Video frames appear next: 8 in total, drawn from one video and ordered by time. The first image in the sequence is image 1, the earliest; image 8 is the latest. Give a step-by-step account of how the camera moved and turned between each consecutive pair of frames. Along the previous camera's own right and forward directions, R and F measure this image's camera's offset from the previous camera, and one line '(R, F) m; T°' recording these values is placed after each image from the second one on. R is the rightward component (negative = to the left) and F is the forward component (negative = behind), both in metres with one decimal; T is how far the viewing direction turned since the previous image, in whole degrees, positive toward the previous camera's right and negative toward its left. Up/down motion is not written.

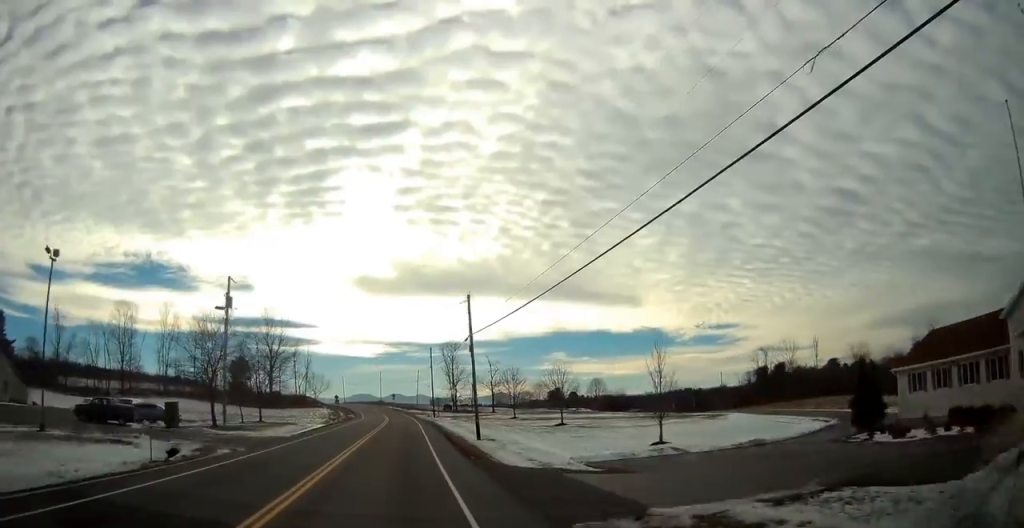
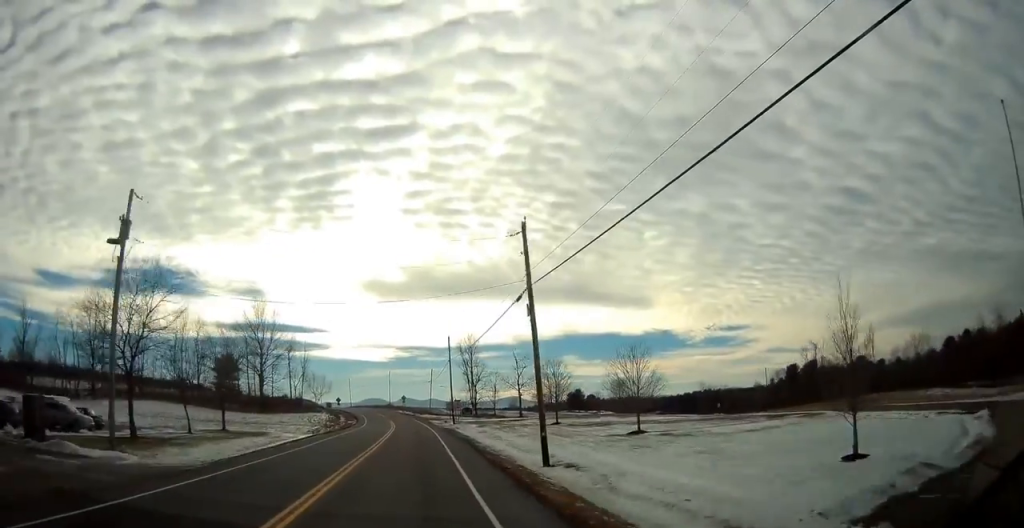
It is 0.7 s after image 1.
(+0.1, +17.6) m; 0°
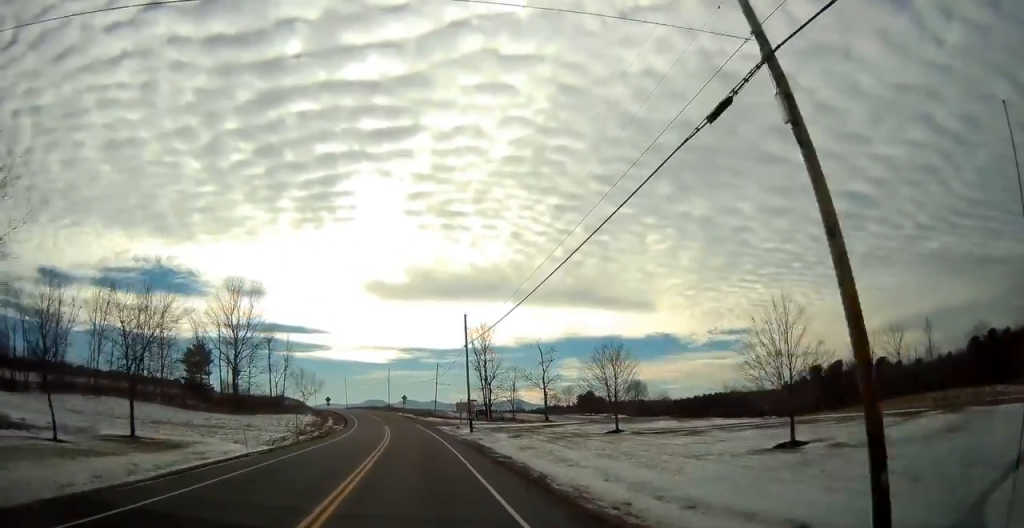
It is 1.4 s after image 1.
(-0.3, +18.2) m; 0°
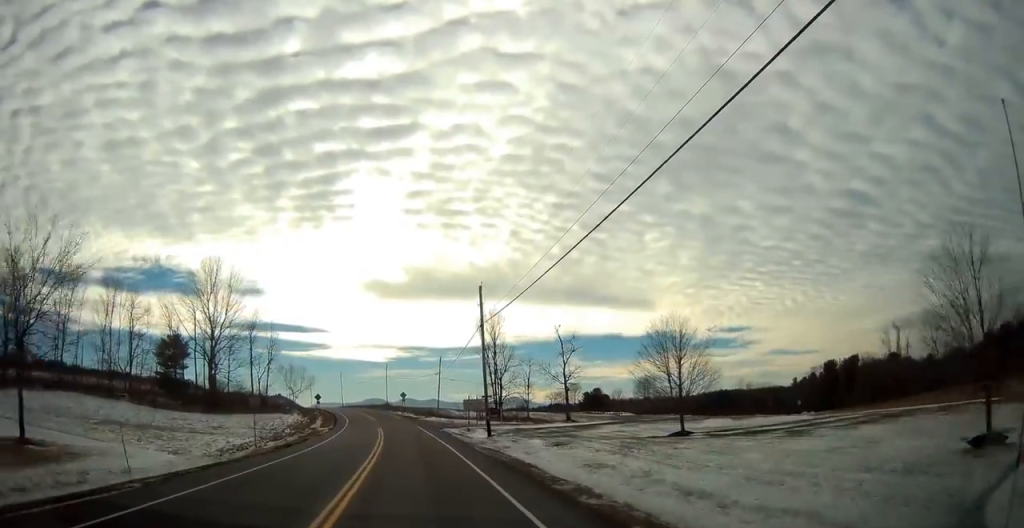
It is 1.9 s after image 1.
(0.0, +11.5) m; 0°
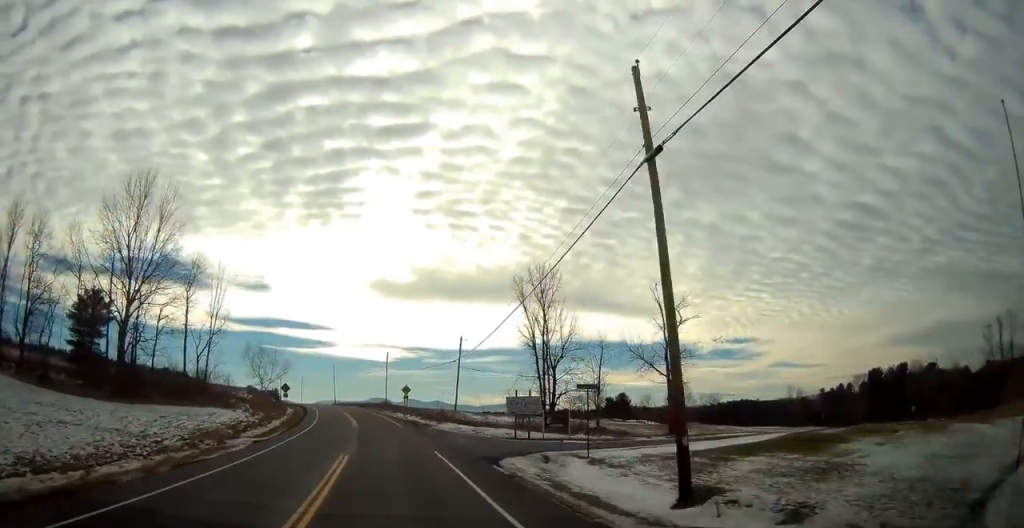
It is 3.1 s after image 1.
(+0.1, +28.5) m; -2°
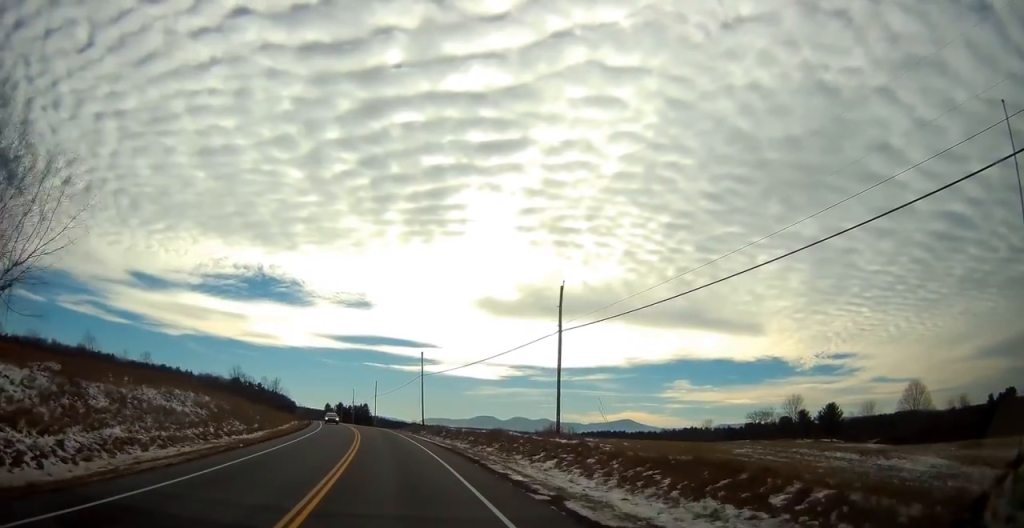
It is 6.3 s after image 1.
(-7.5, +77.2) m; -10°
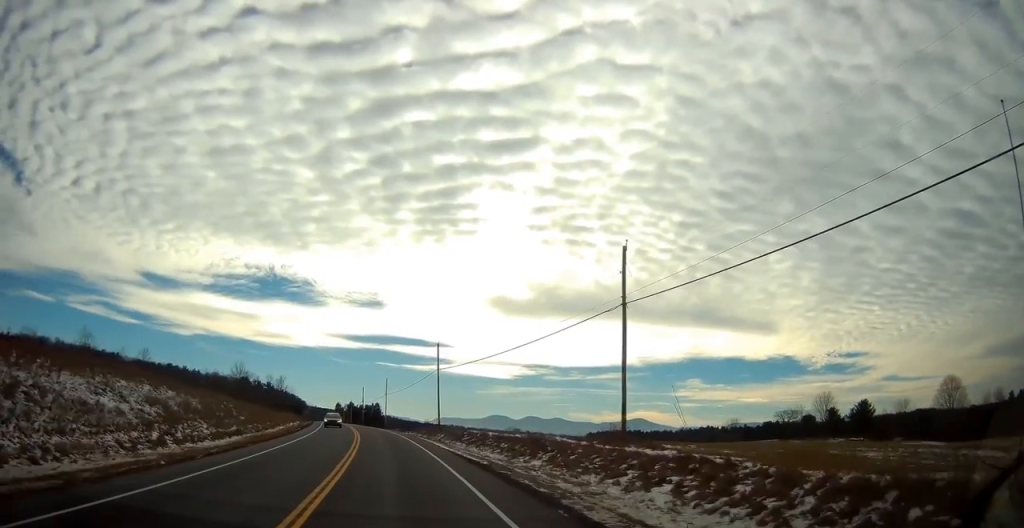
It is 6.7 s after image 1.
(0.0, +10.3) m; -1°
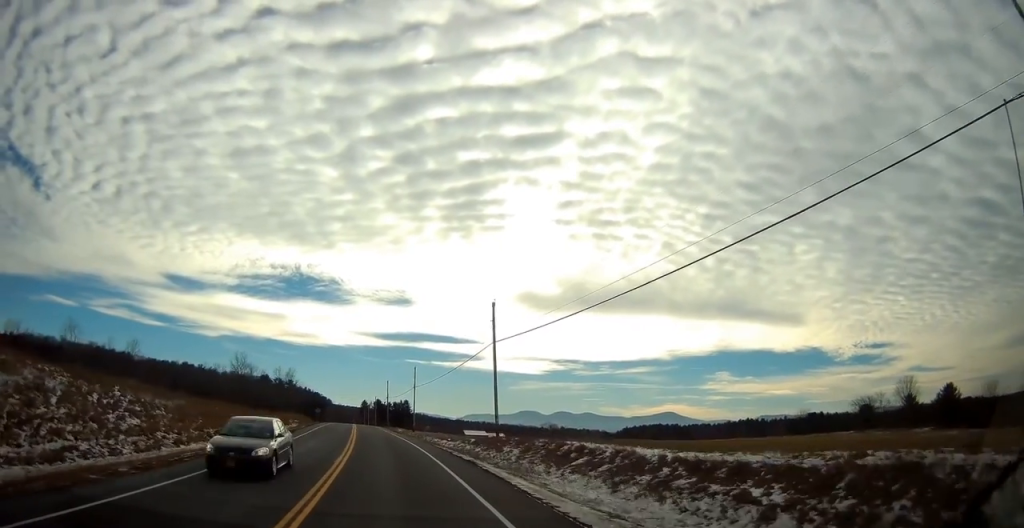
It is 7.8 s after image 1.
(-0.8, +25.9) m; -3°
